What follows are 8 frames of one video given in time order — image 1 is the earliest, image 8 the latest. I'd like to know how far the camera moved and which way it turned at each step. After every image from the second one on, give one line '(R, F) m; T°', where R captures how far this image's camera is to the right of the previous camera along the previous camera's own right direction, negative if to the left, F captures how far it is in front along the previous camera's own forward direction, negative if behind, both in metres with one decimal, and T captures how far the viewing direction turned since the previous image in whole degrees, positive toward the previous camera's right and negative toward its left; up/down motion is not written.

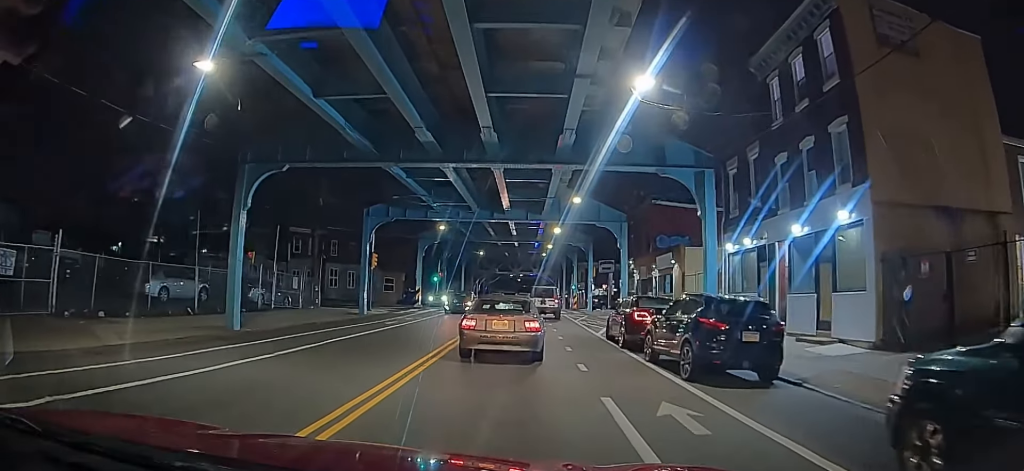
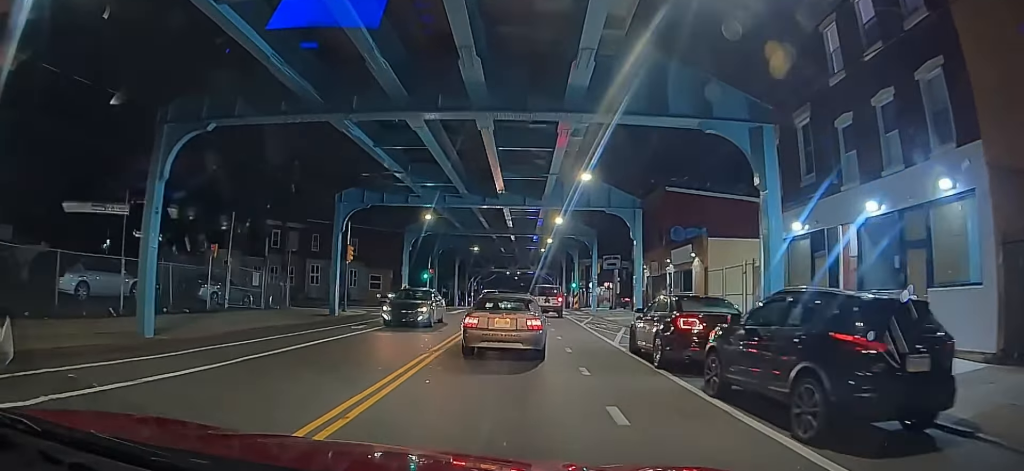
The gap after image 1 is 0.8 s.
(+0.1, +4.6) m; 0°
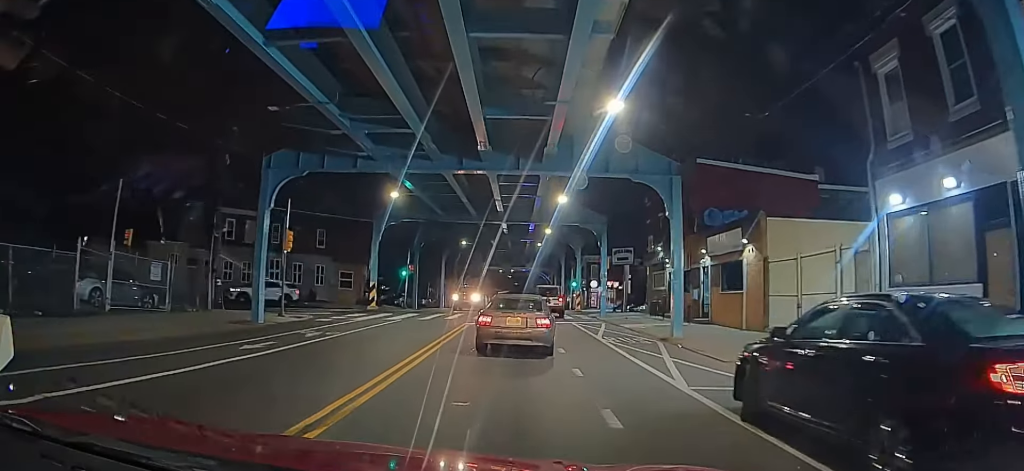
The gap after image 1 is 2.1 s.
(-0.1, +7.6) m; -3°
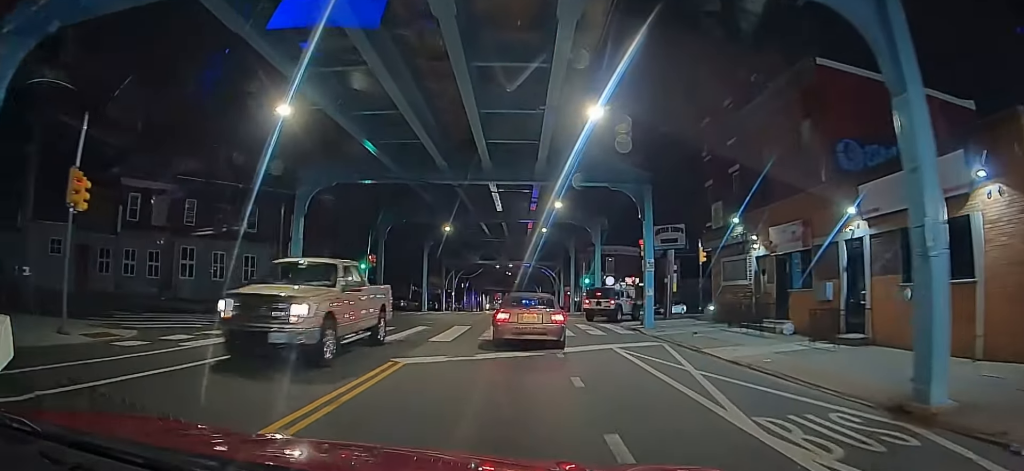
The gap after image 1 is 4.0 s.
(-0.7, +13.3) m; -6°
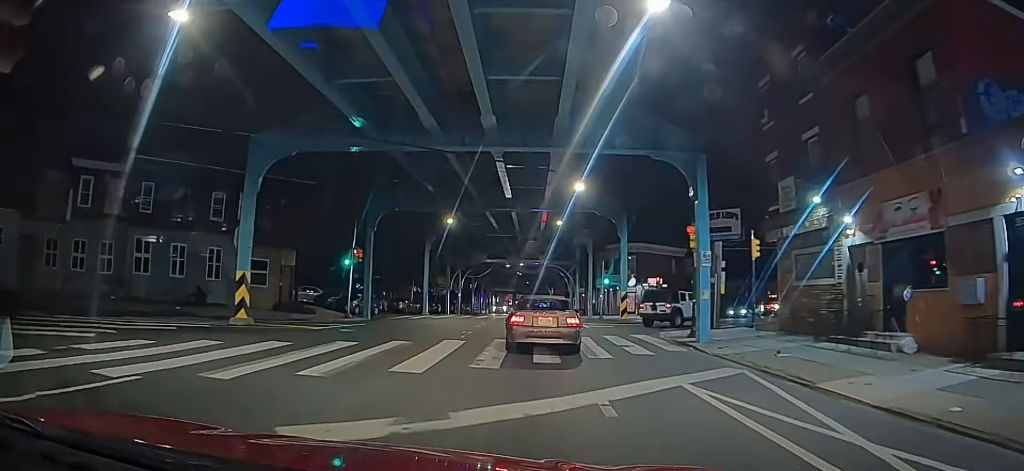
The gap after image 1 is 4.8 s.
(-0.1, +4.9) m; -2°
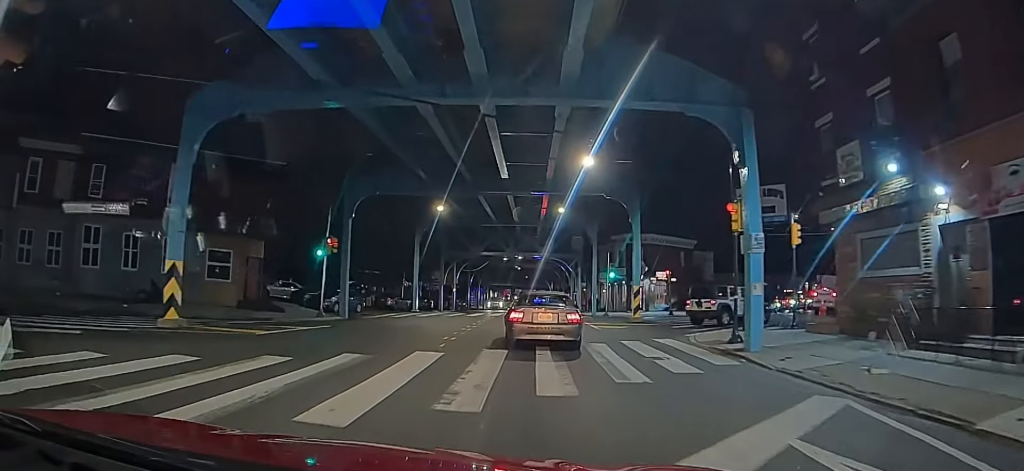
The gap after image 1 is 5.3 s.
(-0.1, +3.6) m; 0°
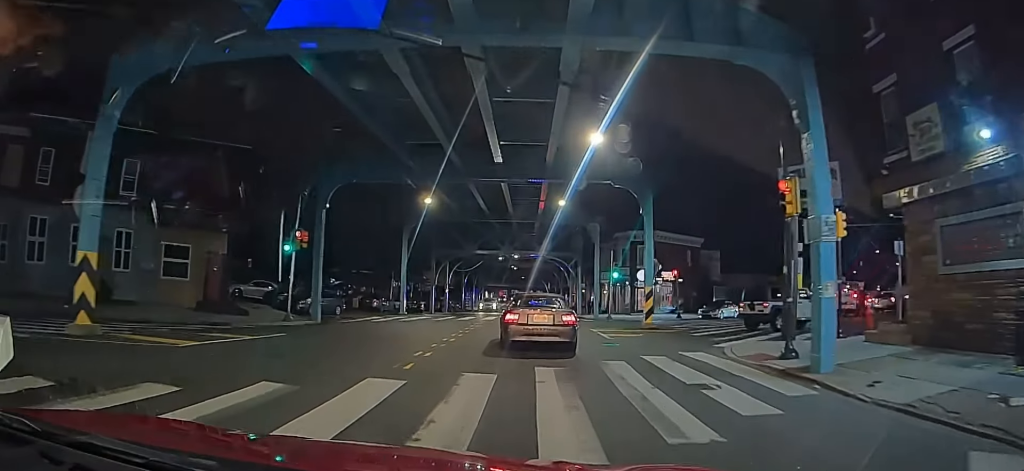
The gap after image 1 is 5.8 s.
(0.0, +3.4) m; 0°
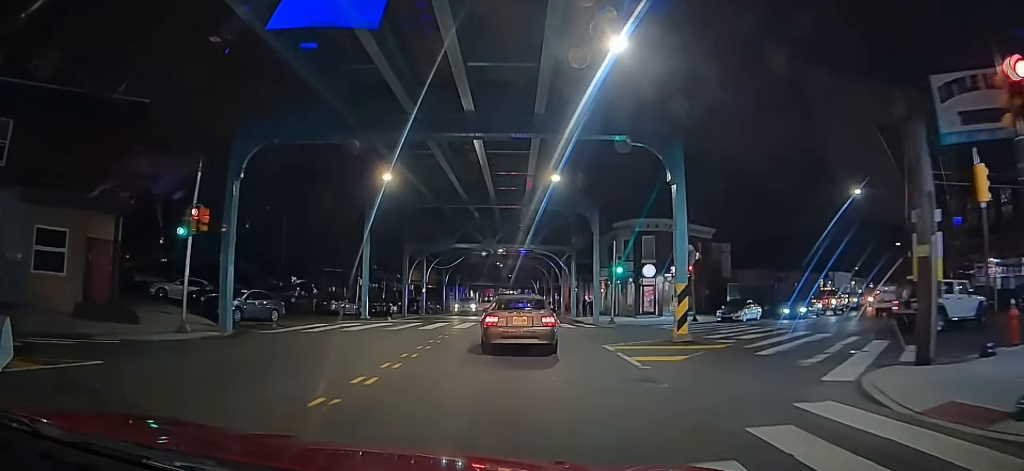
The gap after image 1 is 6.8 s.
(+0.1, +6.4) m; +1°
